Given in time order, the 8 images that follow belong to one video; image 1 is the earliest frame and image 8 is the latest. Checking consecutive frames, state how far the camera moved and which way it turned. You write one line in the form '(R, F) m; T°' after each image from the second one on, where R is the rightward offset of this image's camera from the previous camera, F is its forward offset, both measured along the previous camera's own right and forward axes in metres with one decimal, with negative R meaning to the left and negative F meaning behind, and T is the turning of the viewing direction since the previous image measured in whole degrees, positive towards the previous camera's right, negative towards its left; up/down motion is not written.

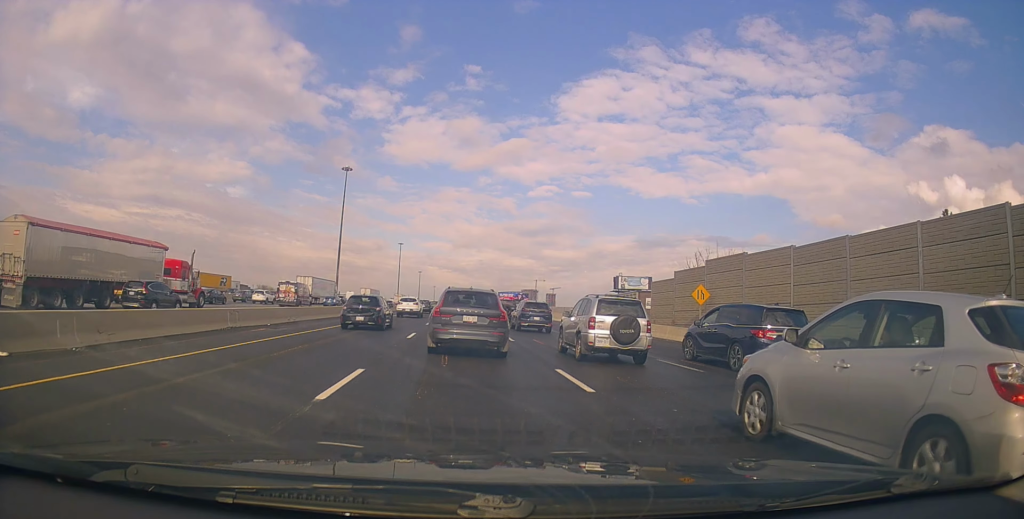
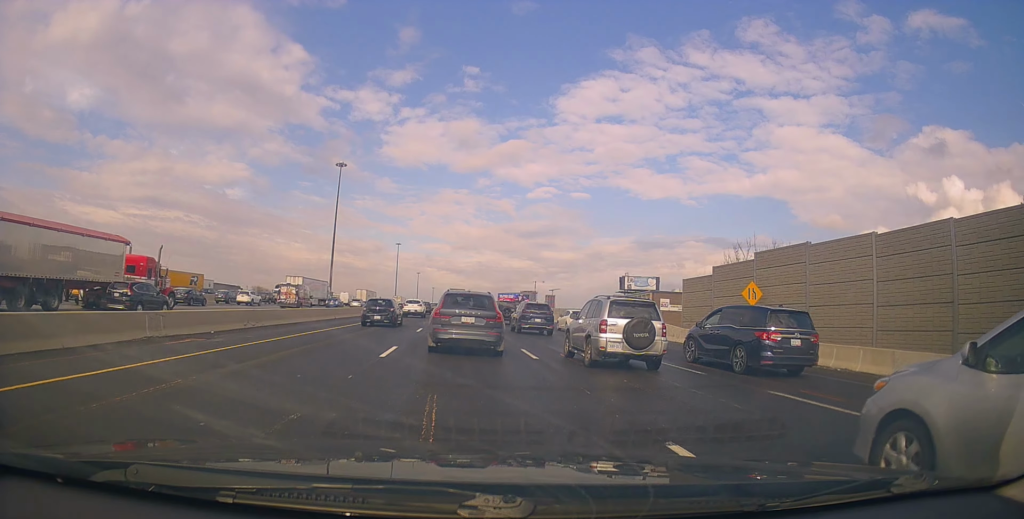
(+0.7, +6.5) m; +1°
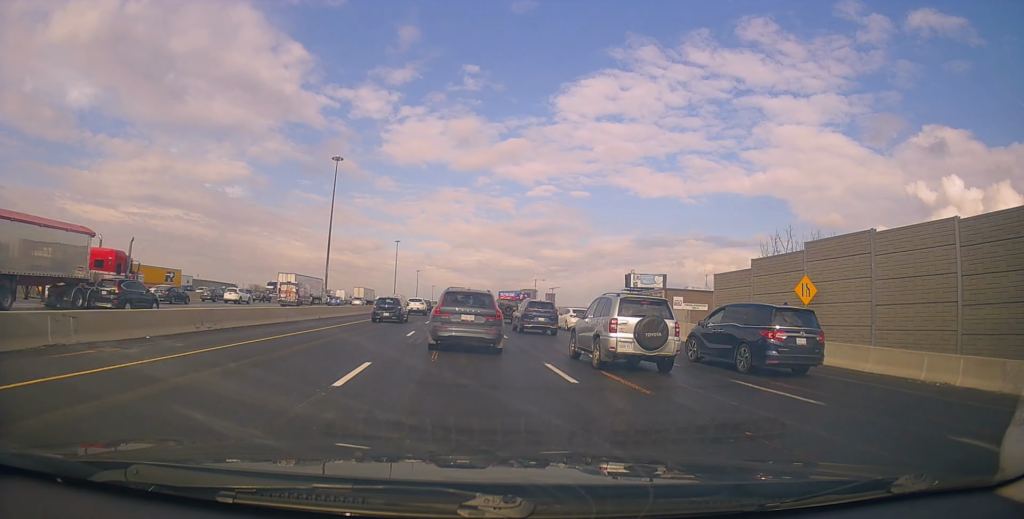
(-0.5, +4.8) m; -1°
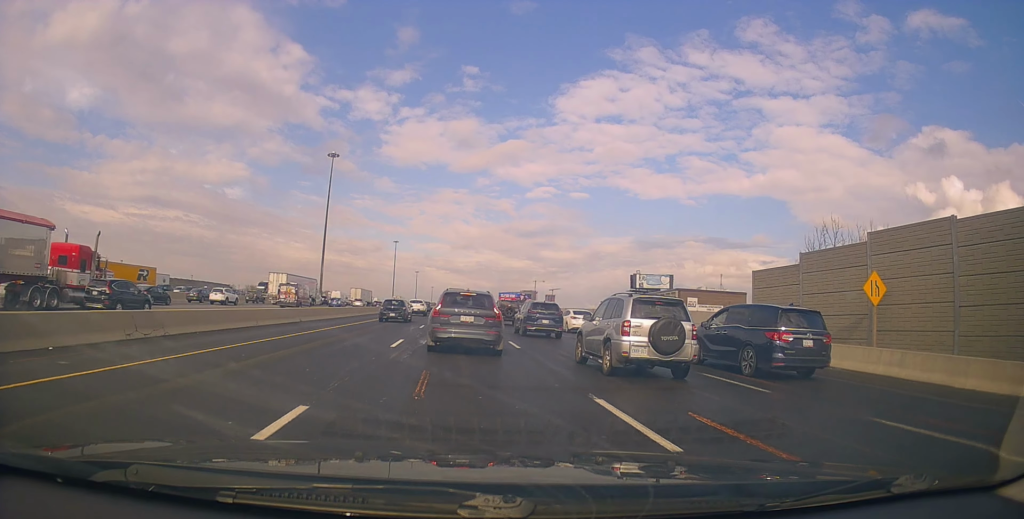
(0.0, +4.7) m; 0°
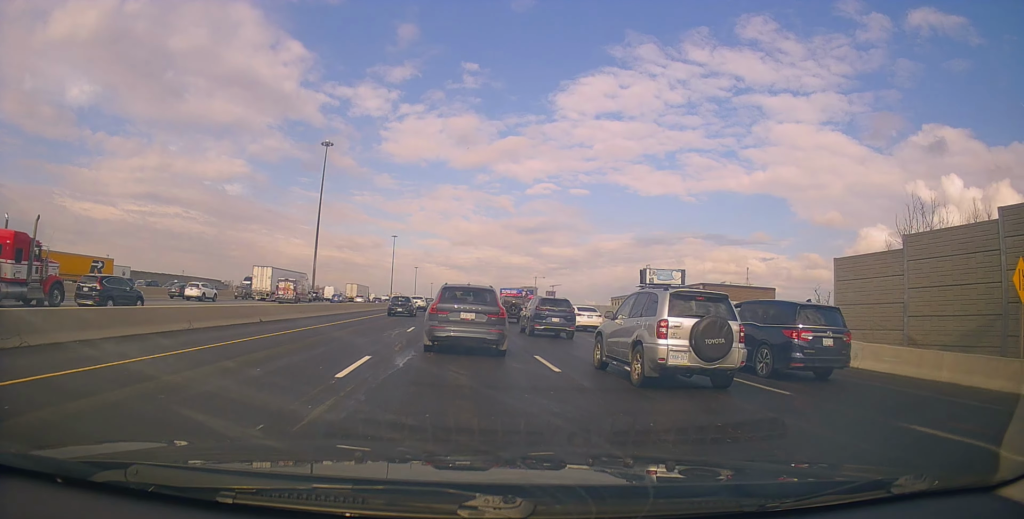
(+0.3, +6.6) m; 0°
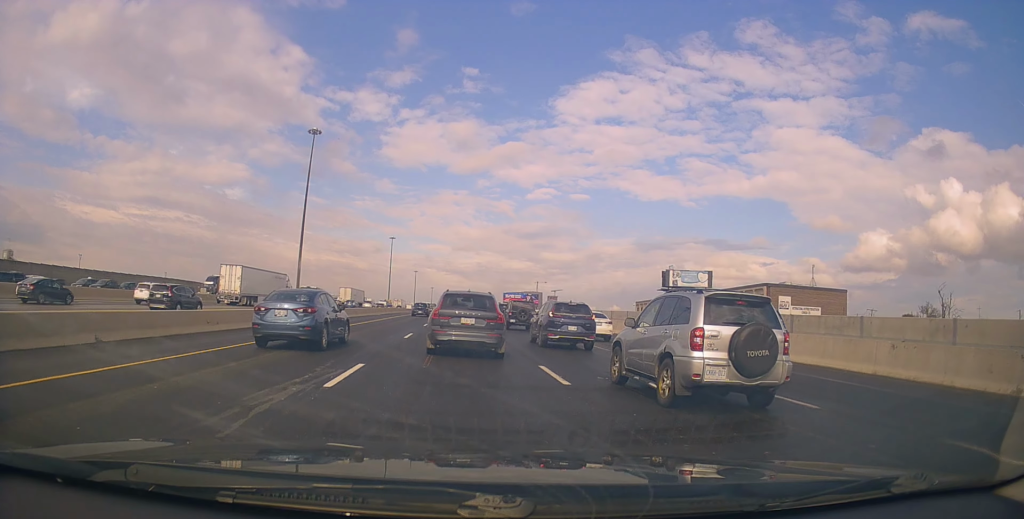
(+0.3, +13.4) m; +6°
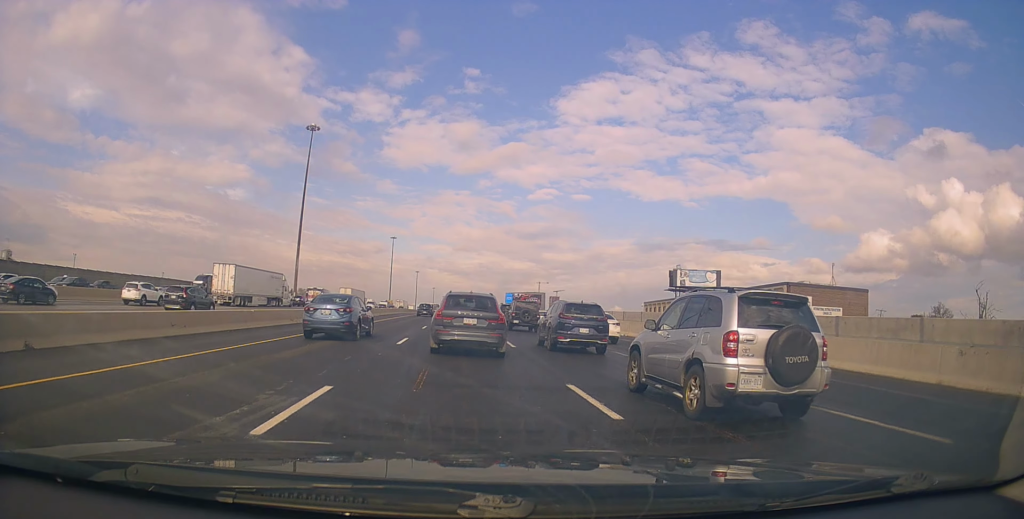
(-0.1, +3.1) m; -2°
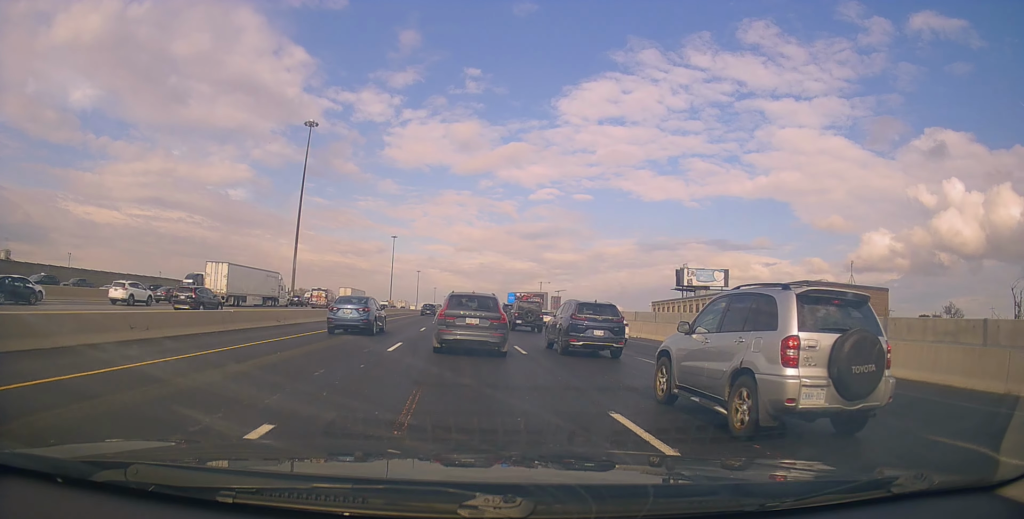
(-0.3, +2.7) m; -3°
